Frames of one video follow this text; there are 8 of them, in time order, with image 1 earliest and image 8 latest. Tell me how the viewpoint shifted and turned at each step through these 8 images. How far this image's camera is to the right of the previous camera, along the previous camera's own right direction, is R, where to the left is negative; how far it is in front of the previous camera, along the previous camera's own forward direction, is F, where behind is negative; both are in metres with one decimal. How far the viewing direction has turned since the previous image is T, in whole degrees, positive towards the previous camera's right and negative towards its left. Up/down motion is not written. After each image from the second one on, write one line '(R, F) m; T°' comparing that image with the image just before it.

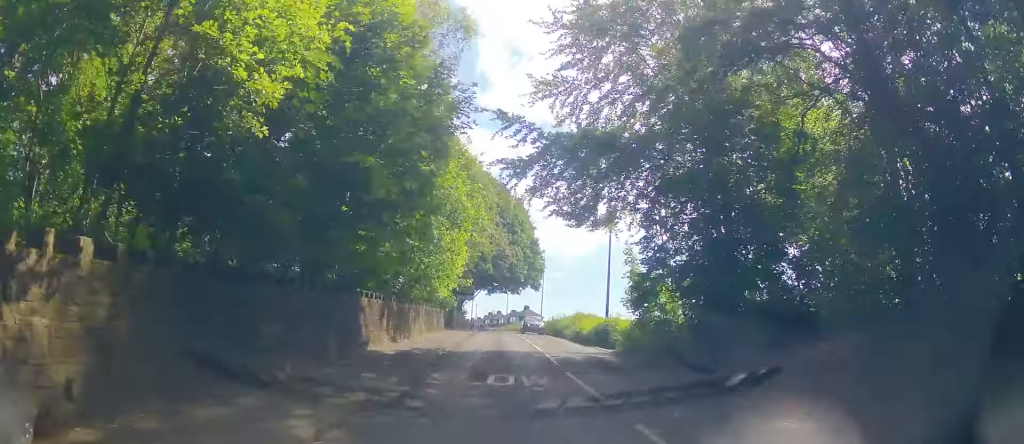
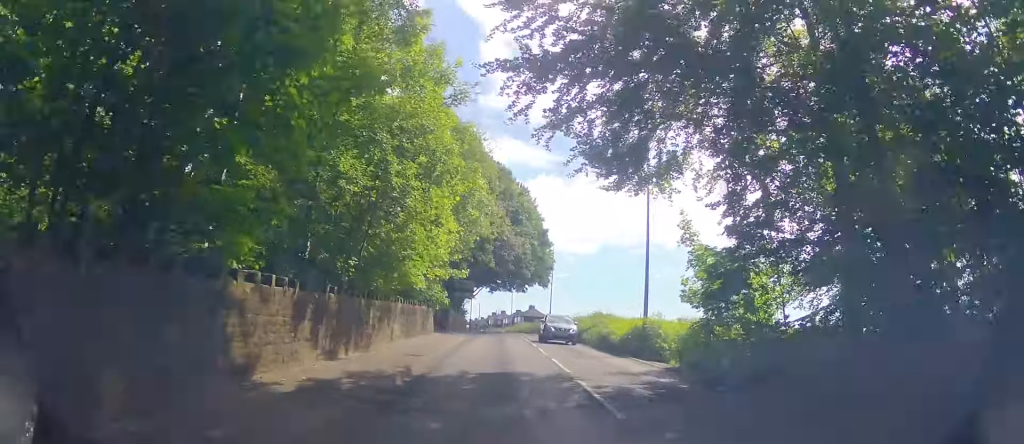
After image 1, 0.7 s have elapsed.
(-0.3, +7.4) m; -2°
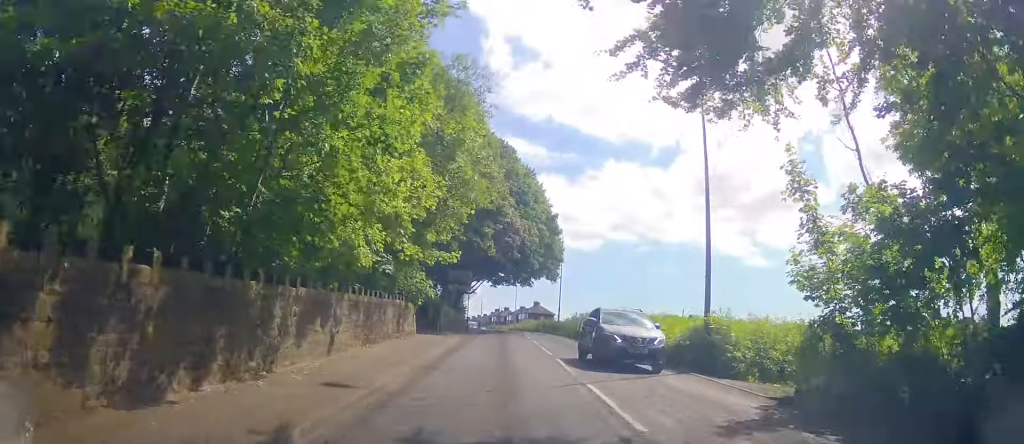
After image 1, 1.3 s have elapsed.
(-0.1, +6.7) m; -2°
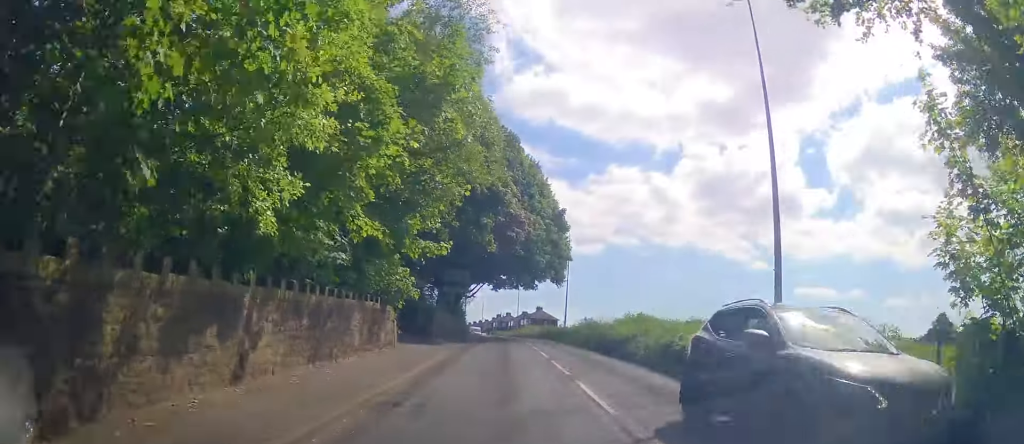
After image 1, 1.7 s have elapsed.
(+0.1, +4.2) m; -1°
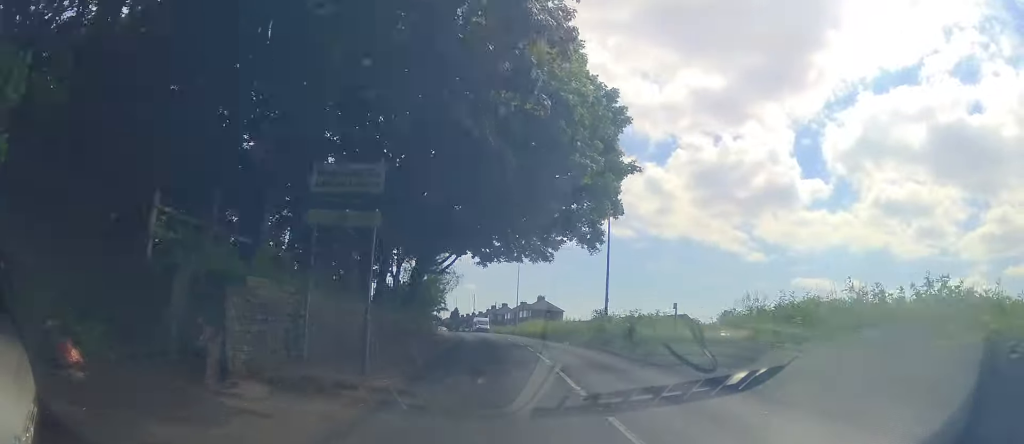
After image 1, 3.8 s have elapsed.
(+0.2, +22.3) m; +1°
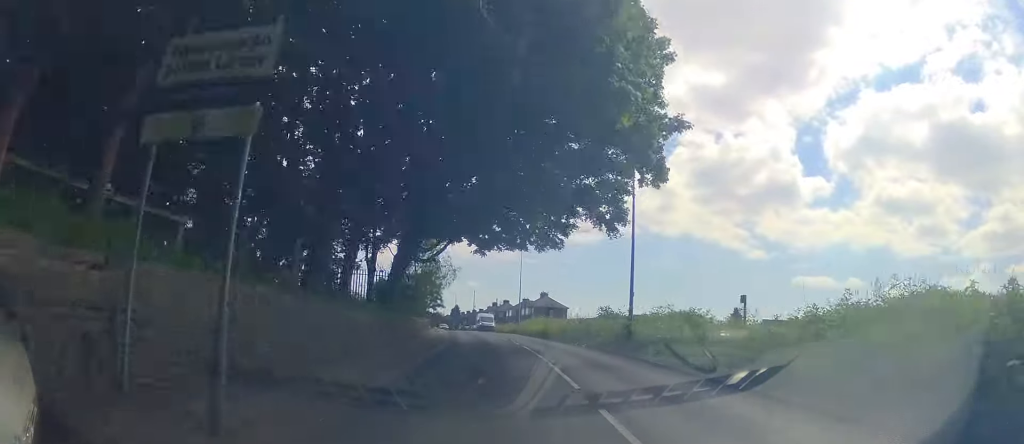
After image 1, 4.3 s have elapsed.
(-0.2, +5.5) m; -1°
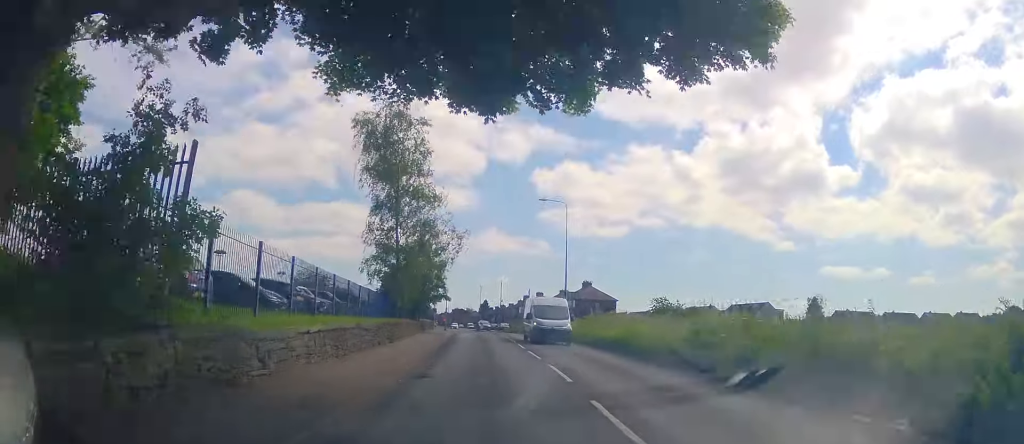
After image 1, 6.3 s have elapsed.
(-0.2, +22.8) m; +1°
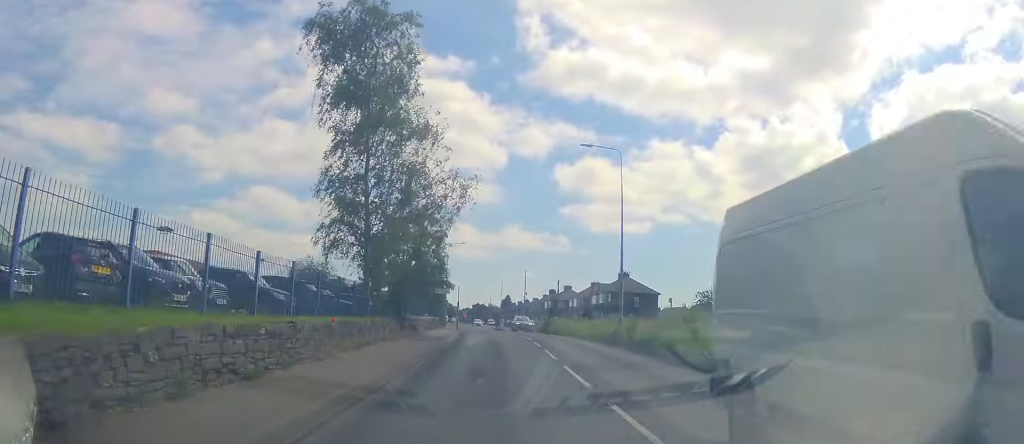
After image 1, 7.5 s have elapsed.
(-0.1, +13.3) m; -2°
